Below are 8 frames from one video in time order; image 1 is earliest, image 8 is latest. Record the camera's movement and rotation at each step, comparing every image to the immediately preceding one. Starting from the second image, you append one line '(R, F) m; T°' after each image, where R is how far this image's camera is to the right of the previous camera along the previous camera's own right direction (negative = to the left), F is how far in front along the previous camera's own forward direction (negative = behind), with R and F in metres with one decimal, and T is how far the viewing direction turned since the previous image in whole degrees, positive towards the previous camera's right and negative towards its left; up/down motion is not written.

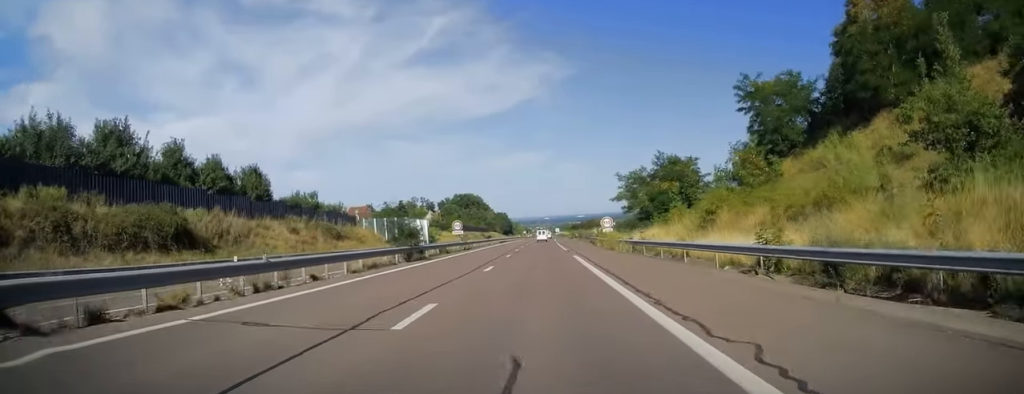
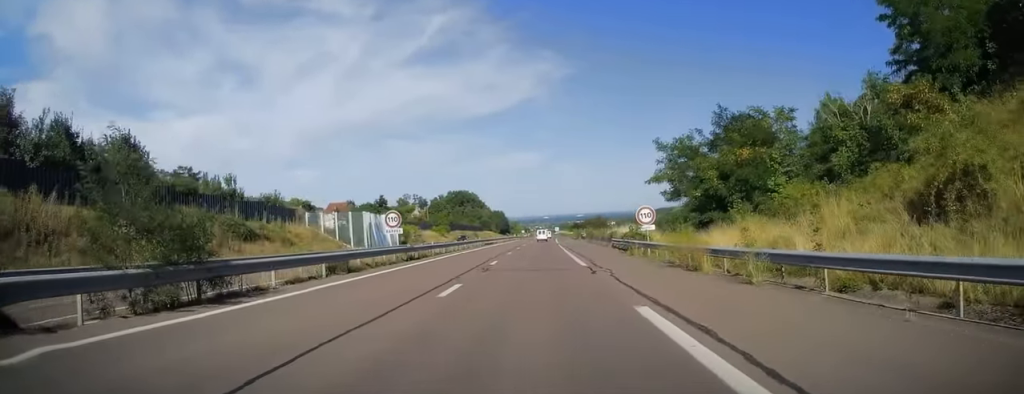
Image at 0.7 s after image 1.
(0.0, +21.7) m; 0°
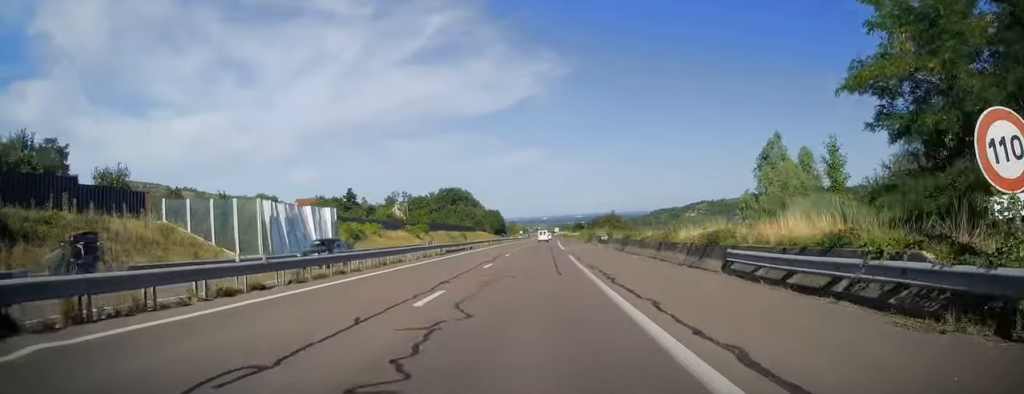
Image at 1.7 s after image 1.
(+0.1, +27.6) m; +1°
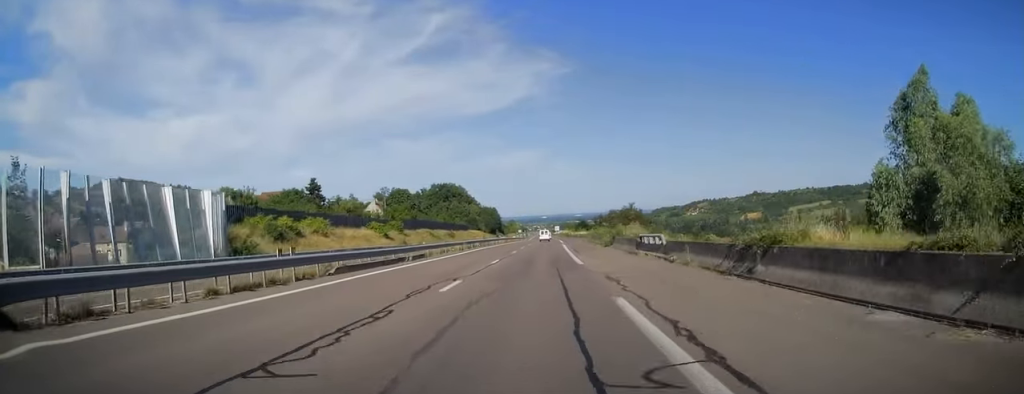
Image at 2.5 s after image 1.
(+0.3, +23.2) m; 0°
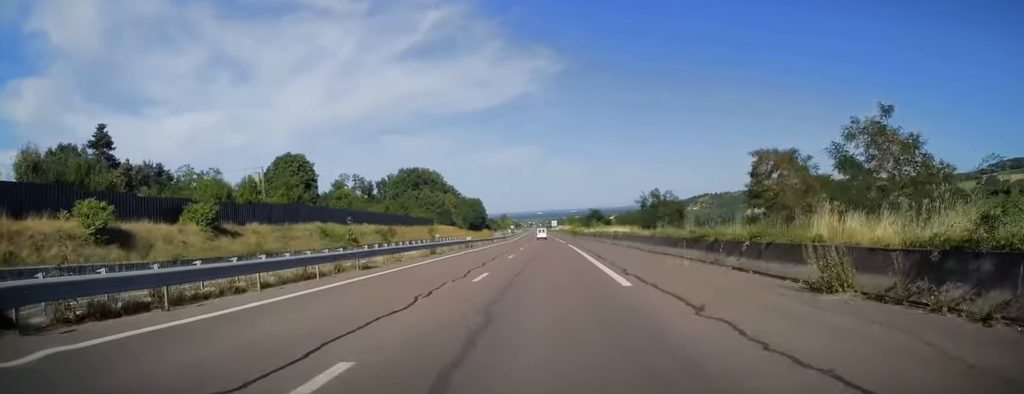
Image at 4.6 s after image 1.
(-0.8, +63.1) m; 0°
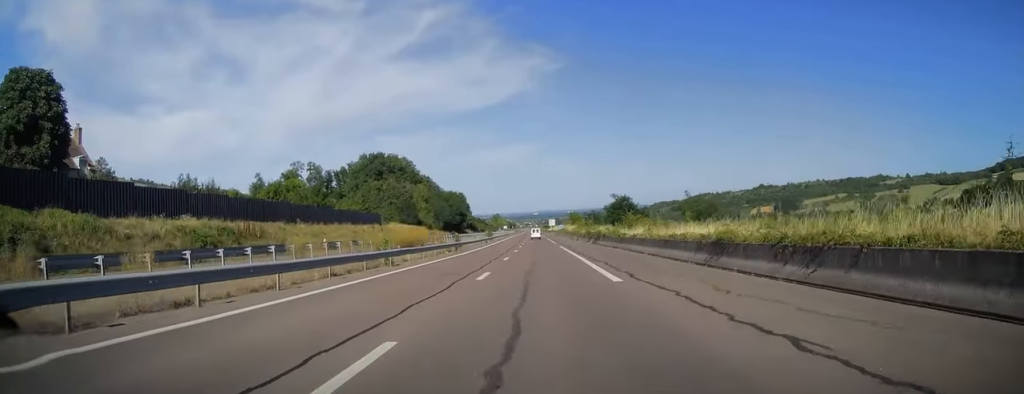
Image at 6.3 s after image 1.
(+0.7, +50.8) m; 0°
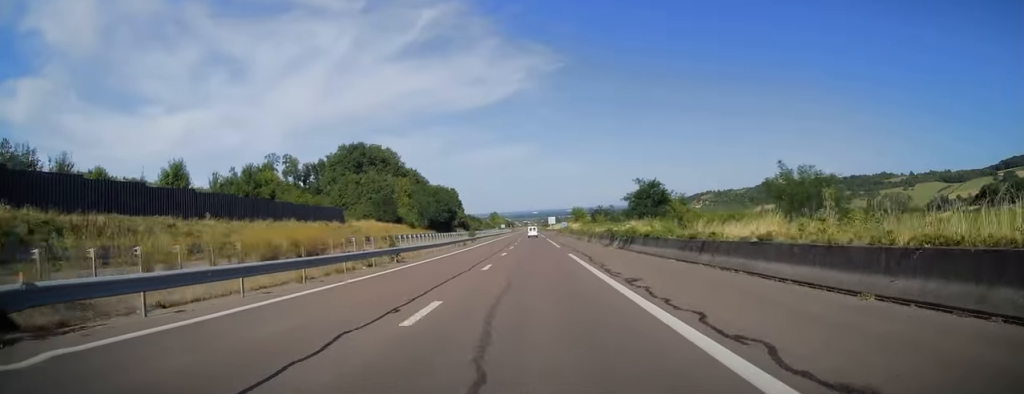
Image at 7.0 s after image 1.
(-0.3, +21.7) m; 0°
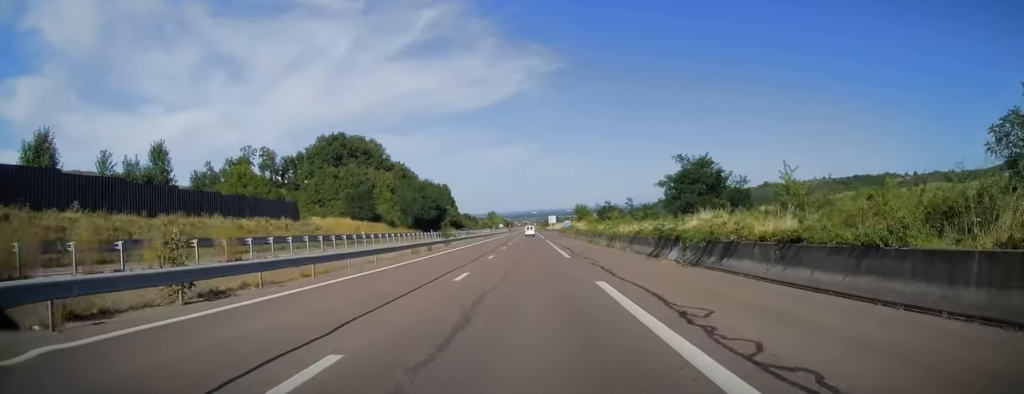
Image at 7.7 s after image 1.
(0.0, +18.2) m; 0°
